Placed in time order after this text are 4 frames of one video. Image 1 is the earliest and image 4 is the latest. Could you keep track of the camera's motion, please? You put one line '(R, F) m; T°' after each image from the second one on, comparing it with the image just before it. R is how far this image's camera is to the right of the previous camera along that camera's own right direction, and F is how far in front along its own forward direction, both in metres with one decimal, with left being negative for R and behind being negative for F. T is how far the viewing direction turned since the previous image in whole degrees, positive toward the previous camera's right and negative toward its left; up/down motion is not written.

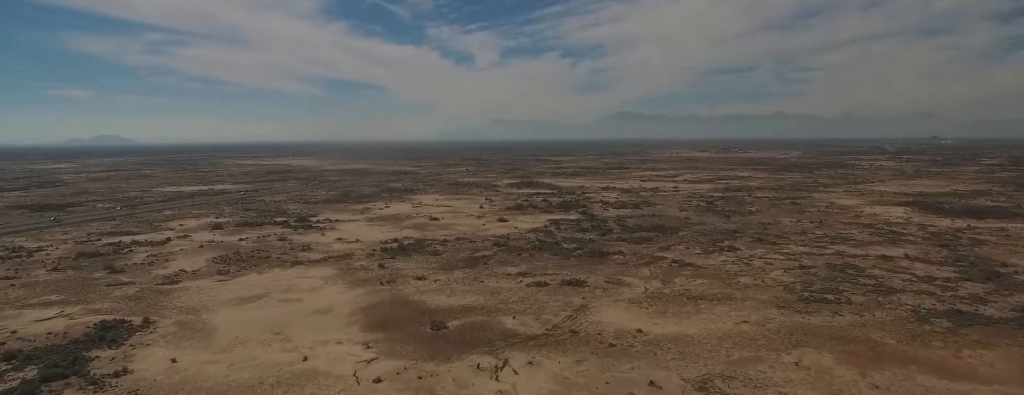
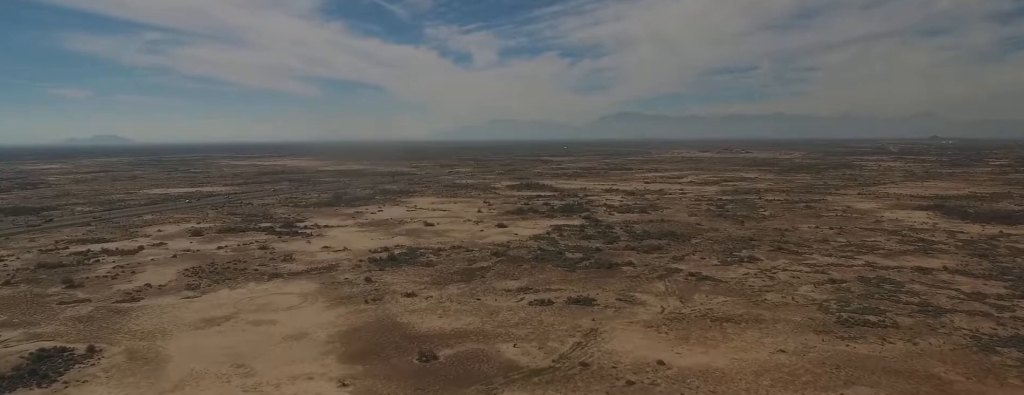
(+0.6, +25.7) m; +3°
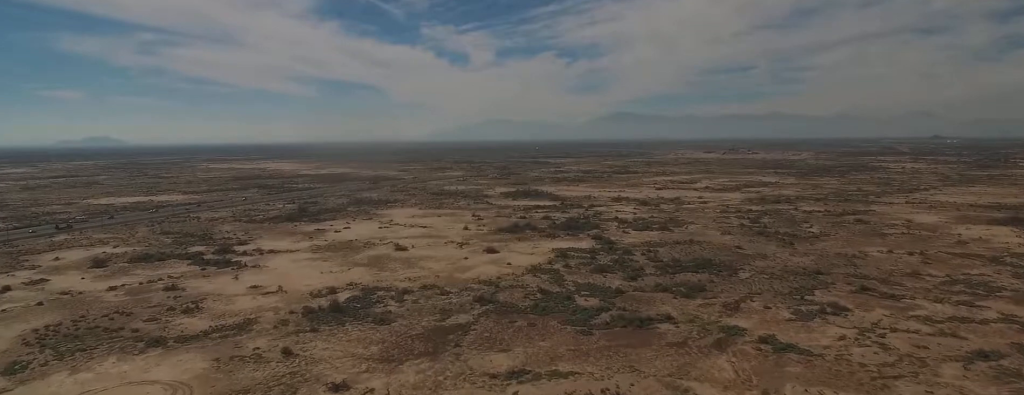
(+1.3, +82.0) m; 0°
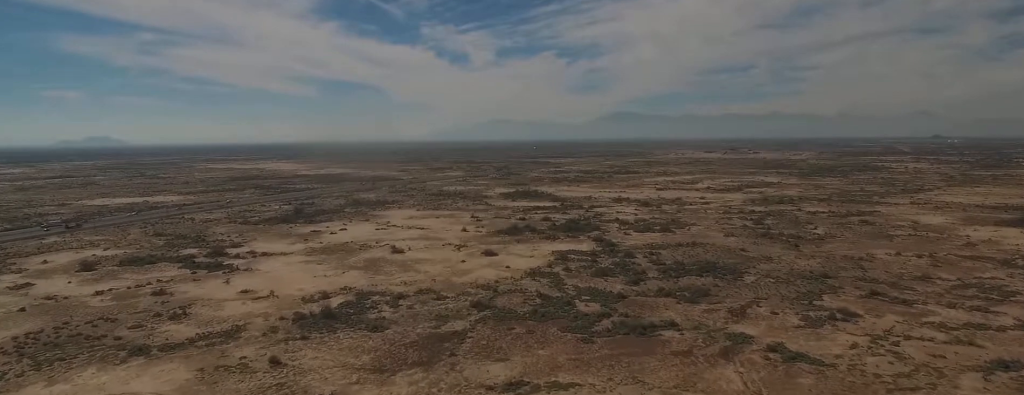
(0.0, +7.5) m; 0°
